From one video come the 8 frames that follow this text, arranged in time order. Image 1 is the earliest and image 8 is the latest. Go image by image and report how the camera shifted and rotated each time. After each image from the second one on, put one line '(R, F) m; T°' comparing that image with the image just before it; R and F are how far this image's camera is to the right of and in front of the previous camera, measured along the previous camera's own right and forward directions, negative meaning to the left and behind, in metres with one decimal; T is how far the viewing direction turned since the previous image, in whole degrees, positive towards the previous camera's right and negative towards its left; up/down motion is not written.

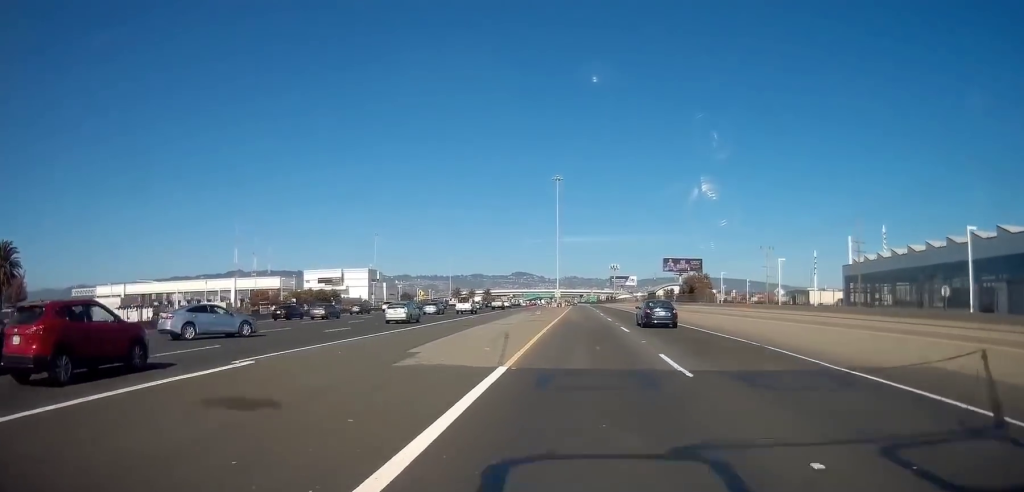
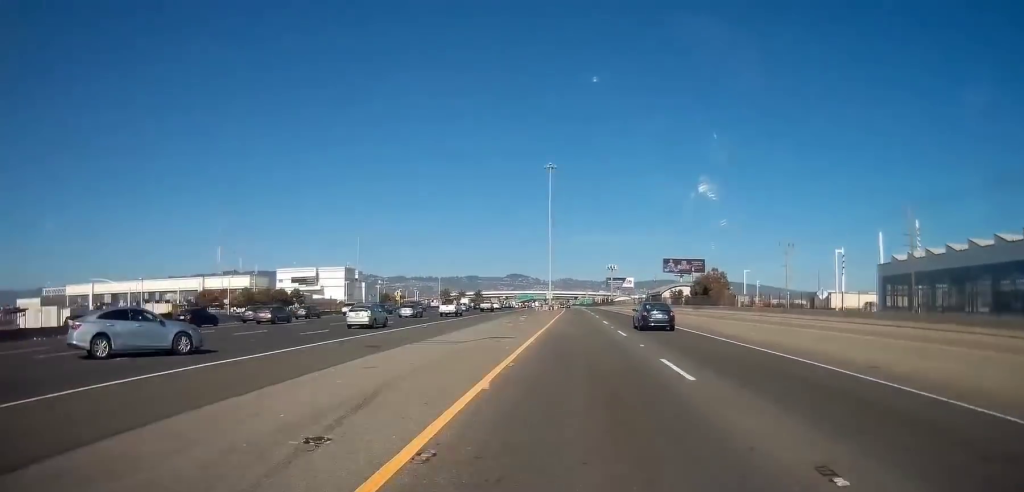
(0.0, +16.0) m; 0°
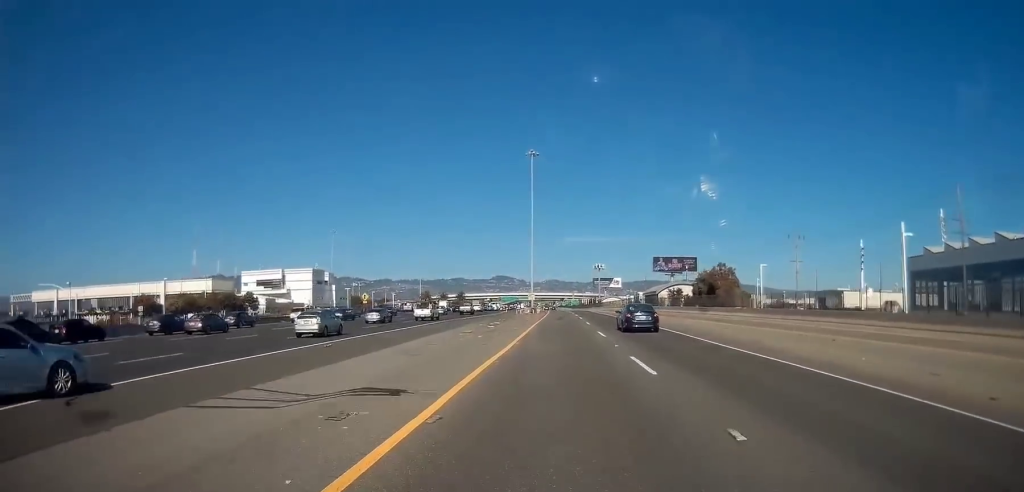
(0.0, +13.1) m; 0°
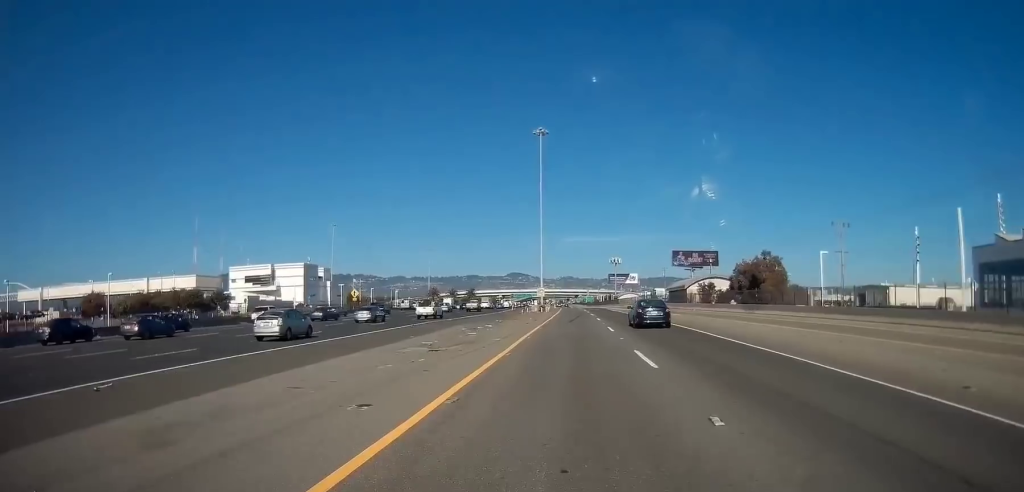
(0.0, +13.9) m; 0°
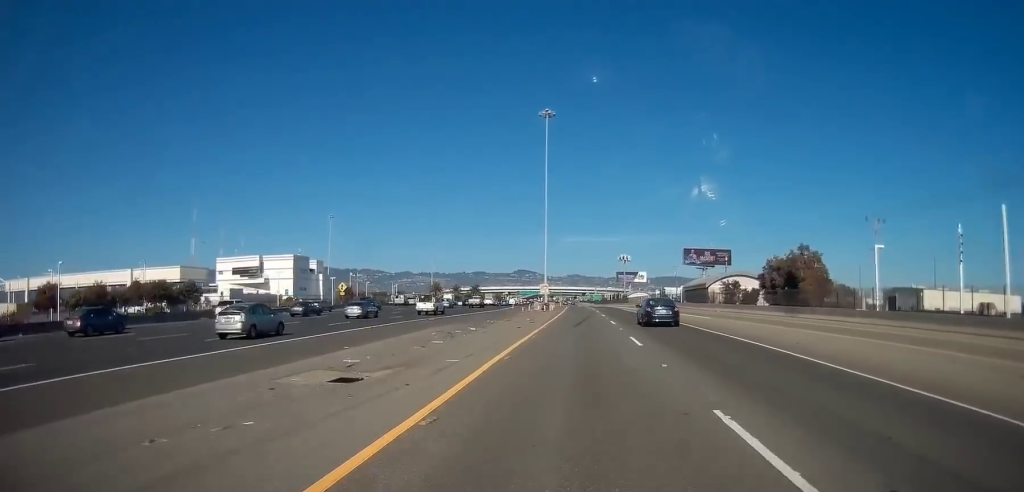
(0.0, +9.4) m; 0°
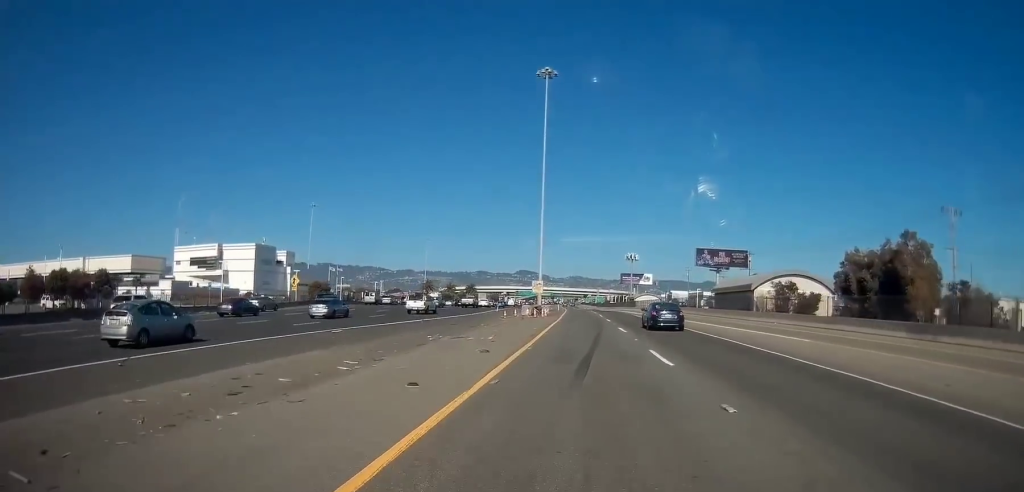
(0.0, +19.3) m; 0°
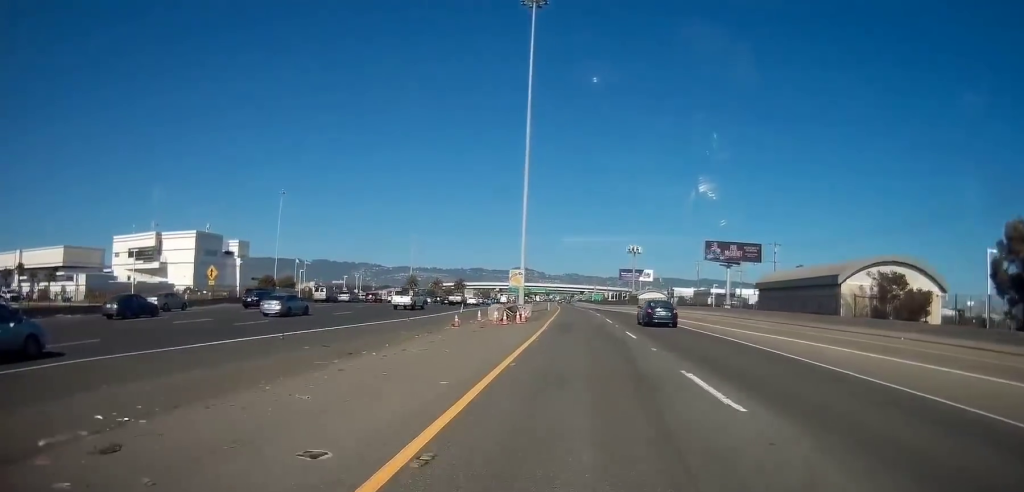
(0.0, +20.6) m; 0°
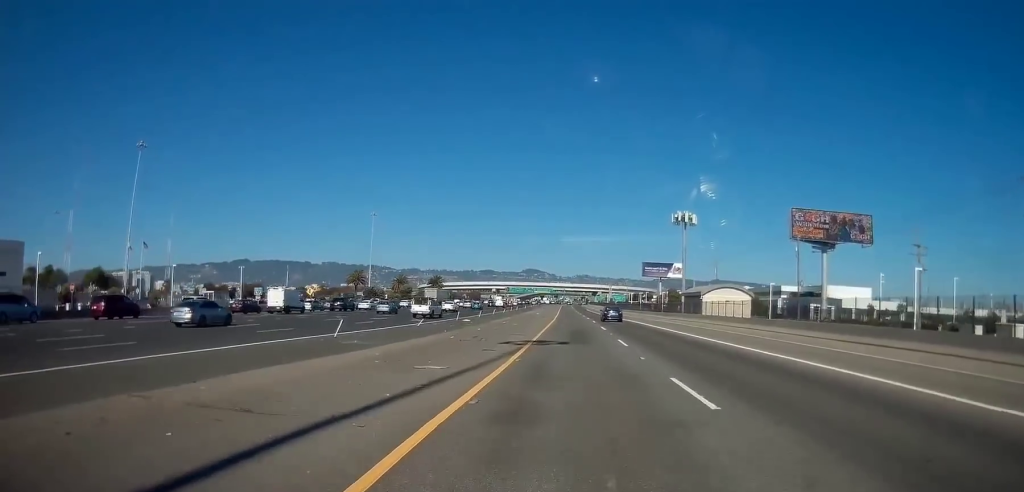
(-0.2, +72.0) m; -1°
